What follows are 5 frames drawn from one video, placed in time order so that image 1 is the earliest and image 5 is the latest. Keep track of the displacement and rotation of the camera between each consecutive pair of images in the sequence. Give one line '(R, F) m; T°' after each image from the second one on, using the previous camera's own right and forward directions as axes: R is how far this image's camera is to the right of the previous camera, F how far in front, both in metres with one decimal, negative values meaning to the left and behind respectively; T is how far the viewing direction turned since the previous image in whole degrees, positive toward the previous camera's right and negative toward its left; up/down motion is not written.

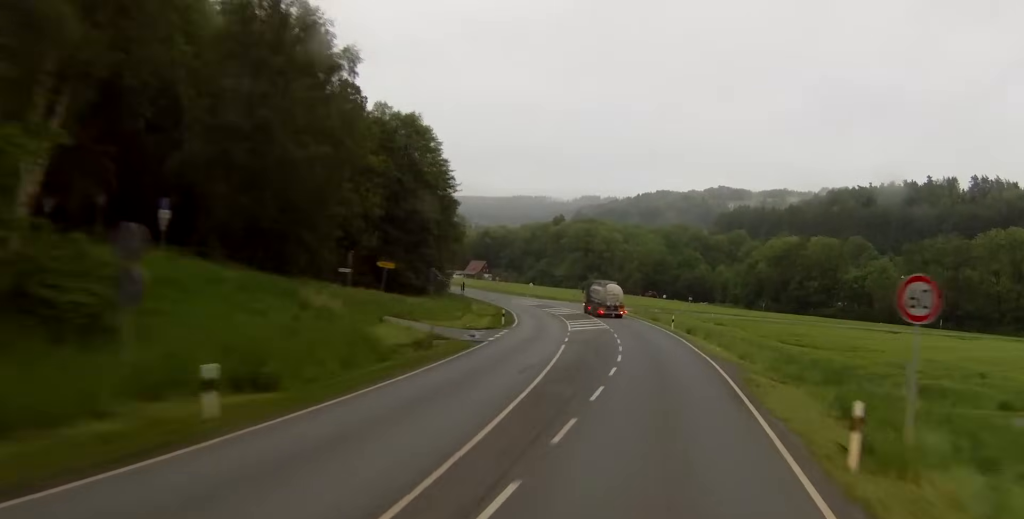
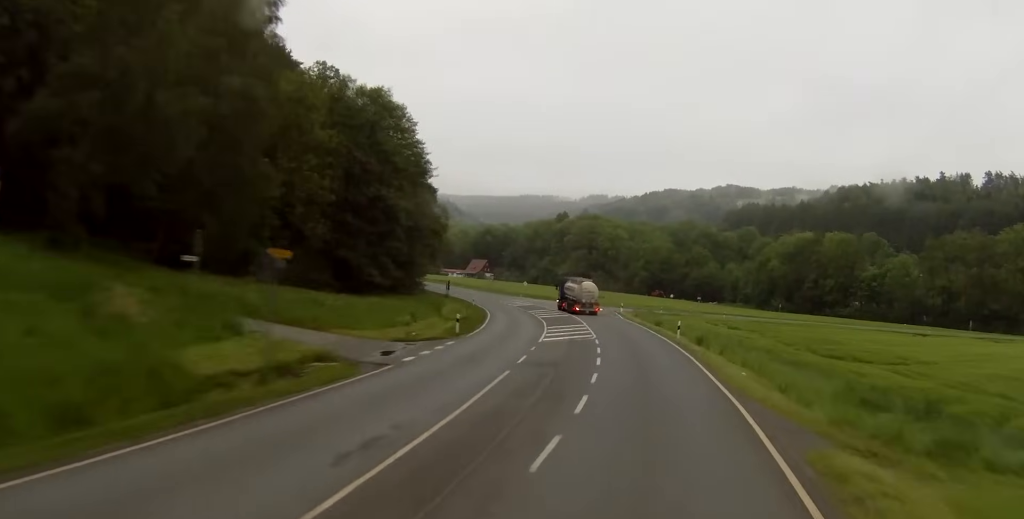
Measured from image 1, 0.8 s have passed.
(-0.1, +14.8) m; -1°
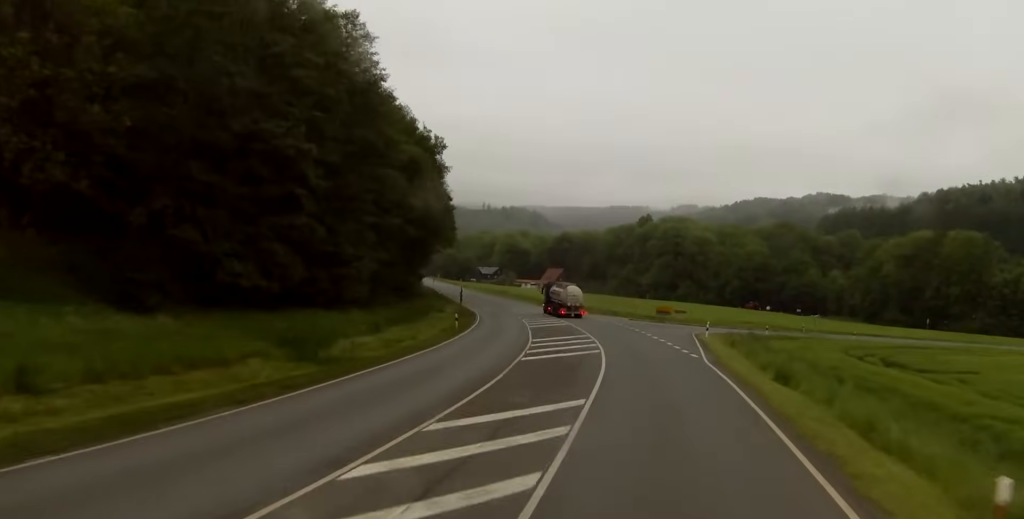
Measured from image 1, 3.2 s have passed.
(-2.3, +41.4) m; -6°
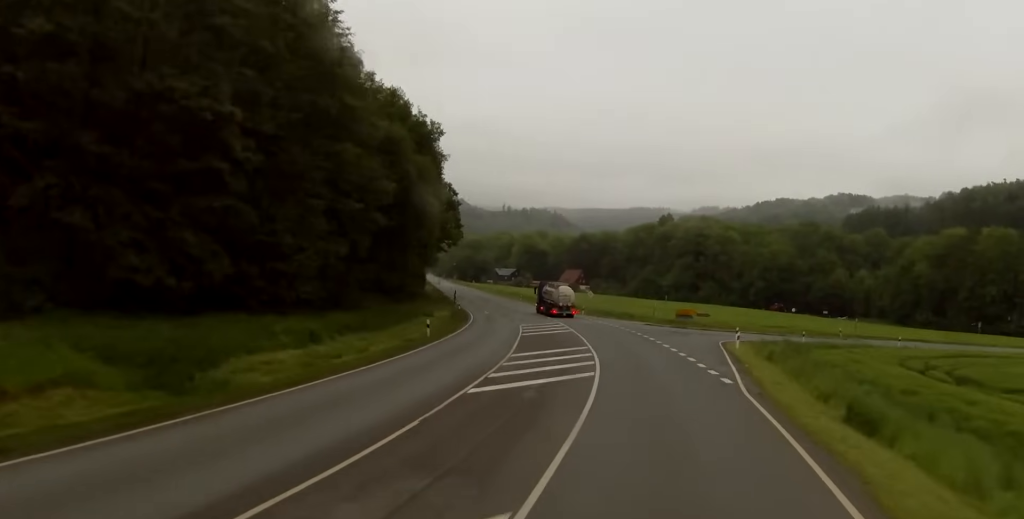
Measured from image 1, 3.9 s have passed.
(0.0, +11.4) m; 0°
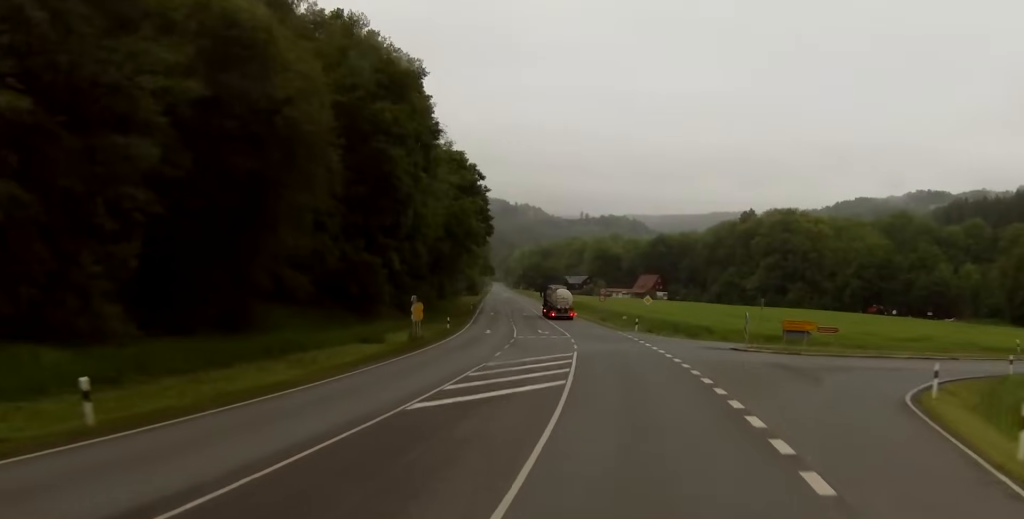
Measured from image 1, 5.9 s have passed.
(-1.2, +33.6) m; -6°
